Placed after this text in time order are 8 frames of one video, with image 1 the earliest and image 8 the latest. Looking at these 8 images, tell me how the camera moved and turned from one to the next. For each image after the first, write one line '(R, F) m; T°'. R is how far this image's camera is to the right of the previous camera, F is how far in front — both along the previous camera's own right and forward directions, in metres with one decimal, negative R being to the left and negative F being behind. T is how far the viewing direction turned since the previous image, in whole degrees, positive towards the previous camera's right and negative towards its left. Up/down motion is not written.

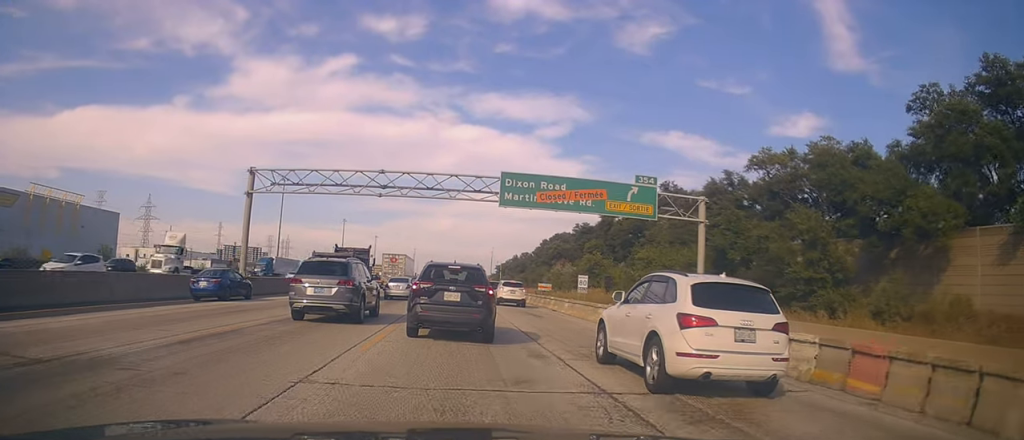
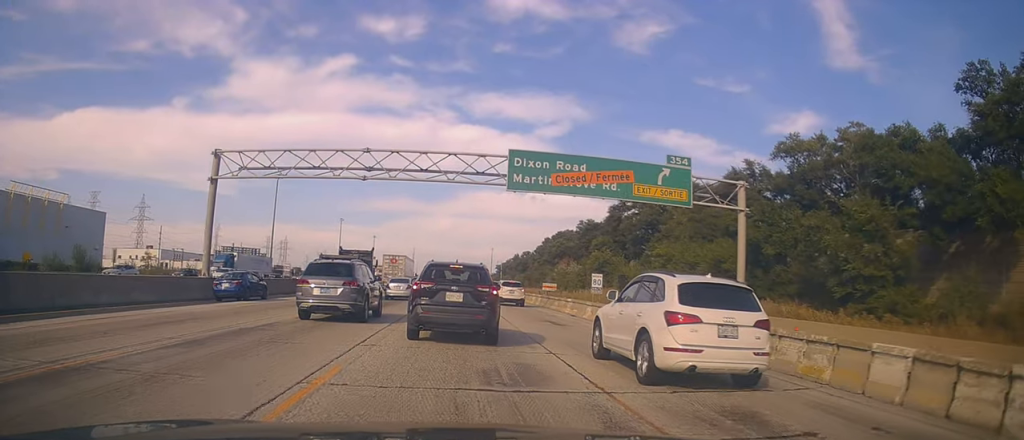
(0.0, +5.4) m; +1°
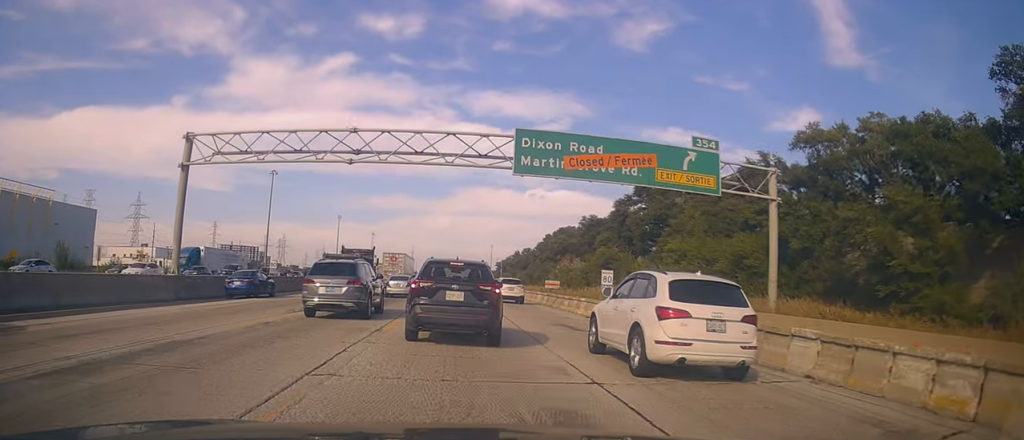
(-0.3, +3.5) m; 0°
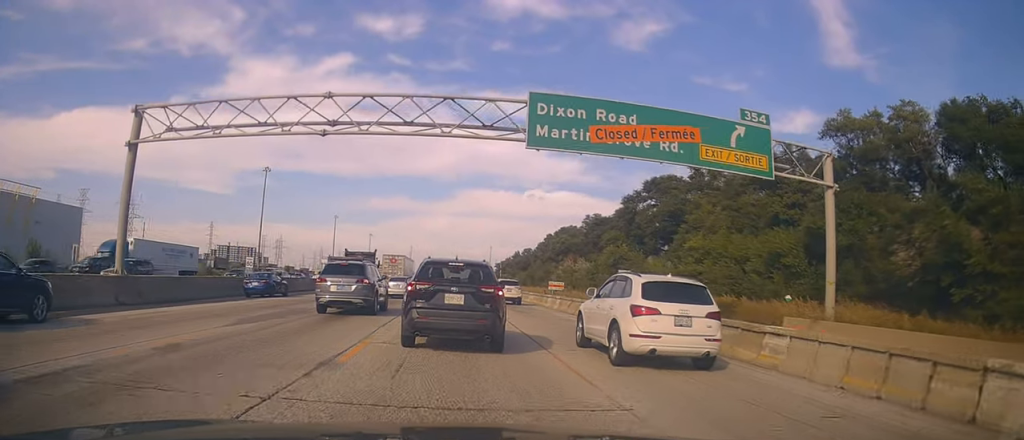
(+0.4, +5.3) m; +4°
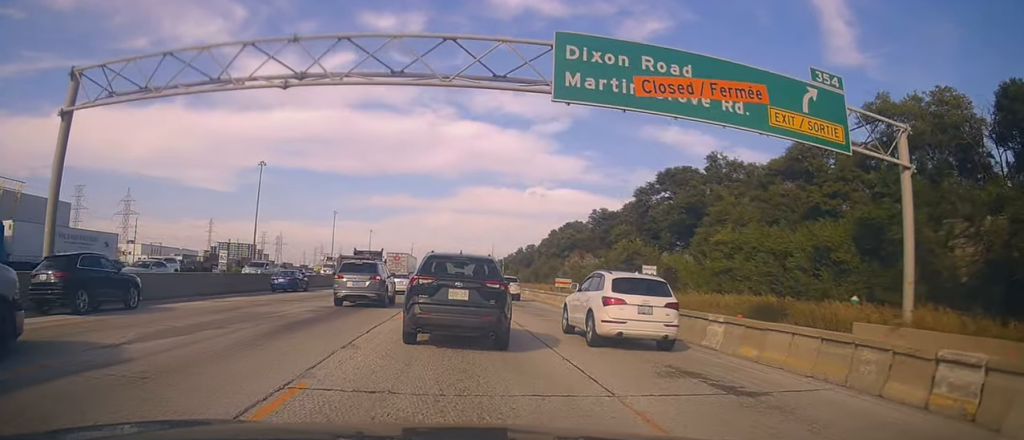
(+0.1, +6.0) m; -4°
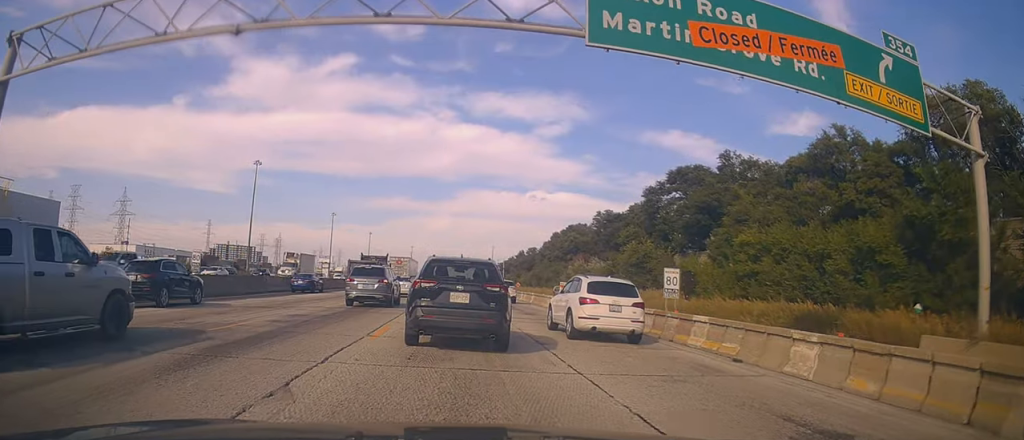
(-0.4, +5.0) m; -5°
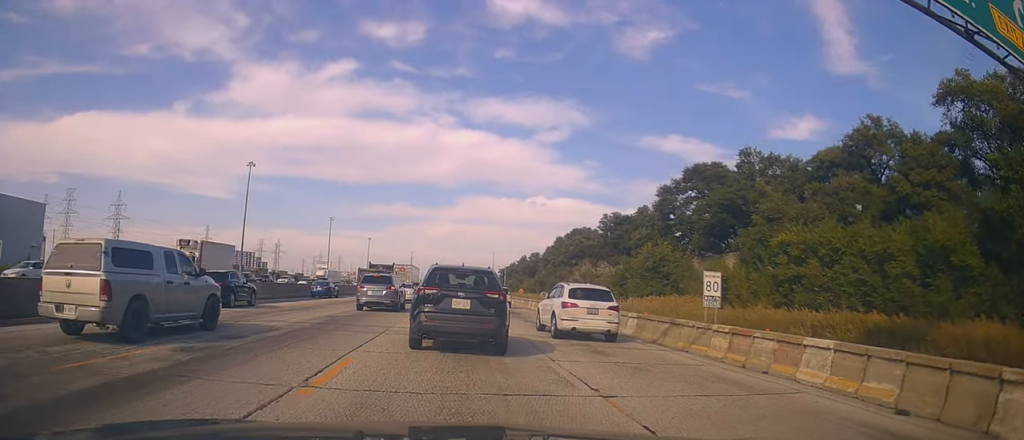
(-0.2, +5.7) m; -1°
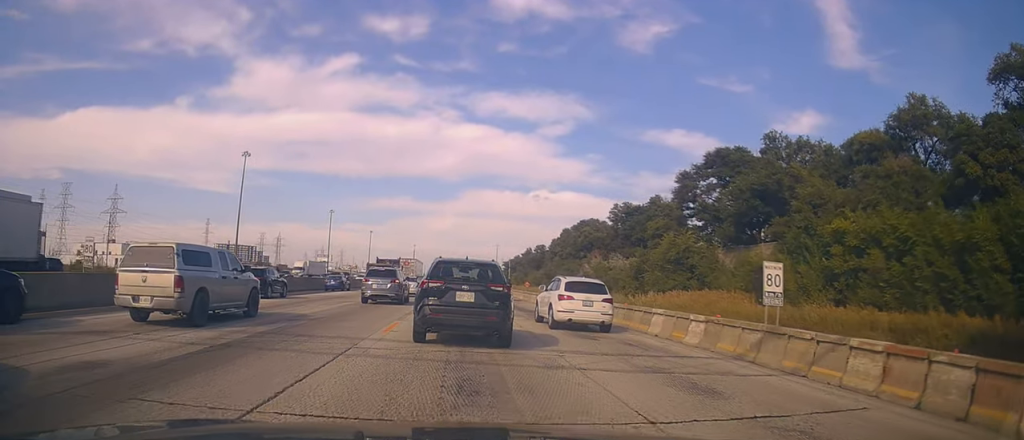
(0.0, +4.9) m; -1°
